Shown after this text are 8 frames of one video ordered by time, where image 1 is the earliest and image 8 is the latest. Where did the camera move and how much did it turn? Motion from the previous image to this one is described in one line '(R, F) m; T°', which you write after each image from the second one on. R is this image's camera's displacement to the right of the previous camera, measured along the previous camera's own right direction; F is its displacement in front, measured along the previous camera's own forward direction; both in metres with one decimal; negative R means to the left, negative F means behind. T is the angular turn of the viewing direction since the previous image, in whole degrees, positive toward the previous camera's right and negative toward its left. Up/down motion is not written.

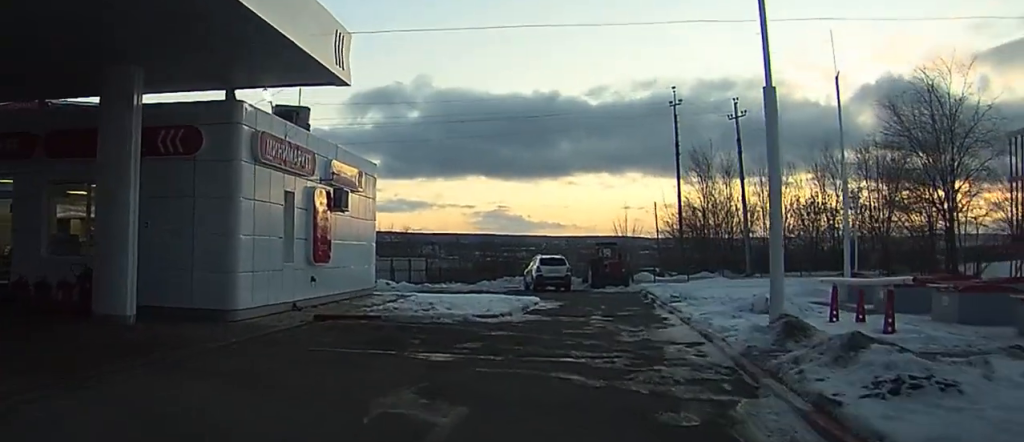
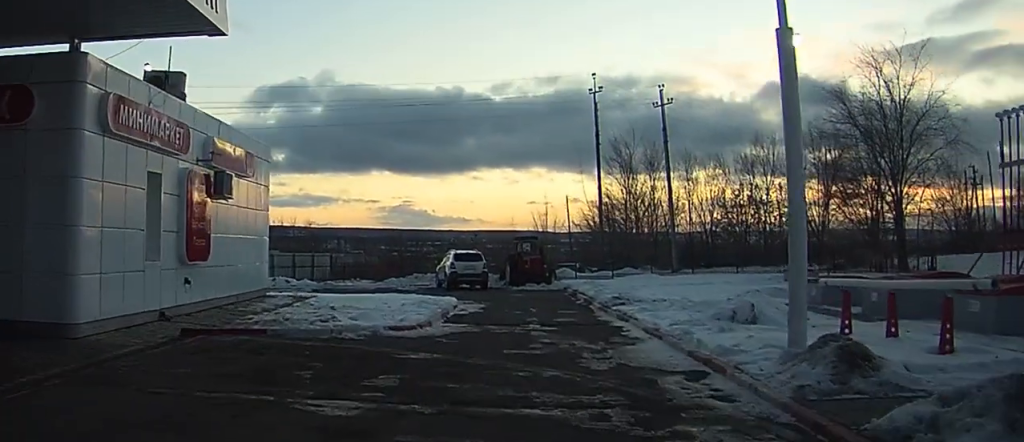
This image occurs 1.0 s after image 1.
(+0.1, +4.6) m; +3°
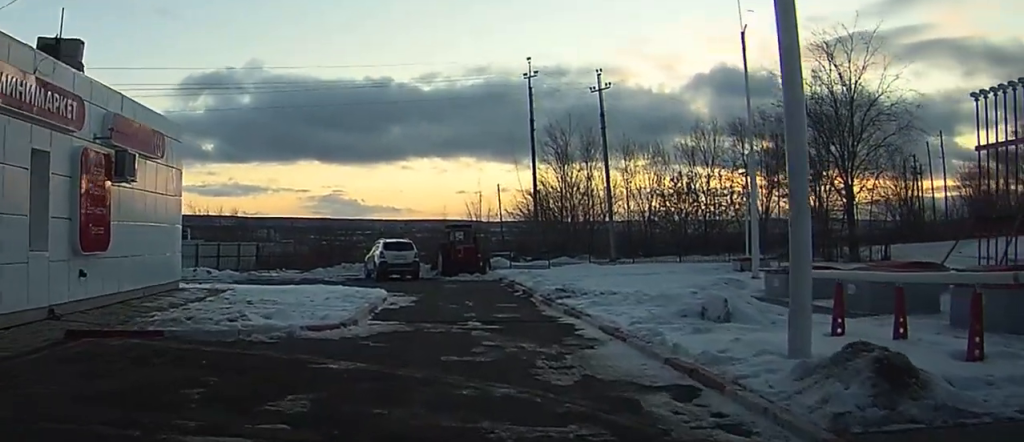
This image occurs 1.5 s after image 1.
(0.0, +2.4) m; +3°
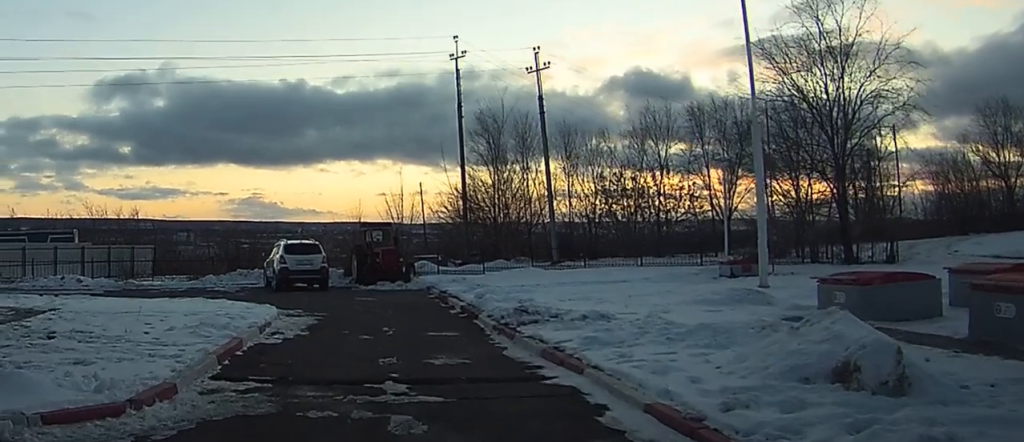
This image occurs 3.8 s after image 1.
(+1.0, +6.7) m; +12°
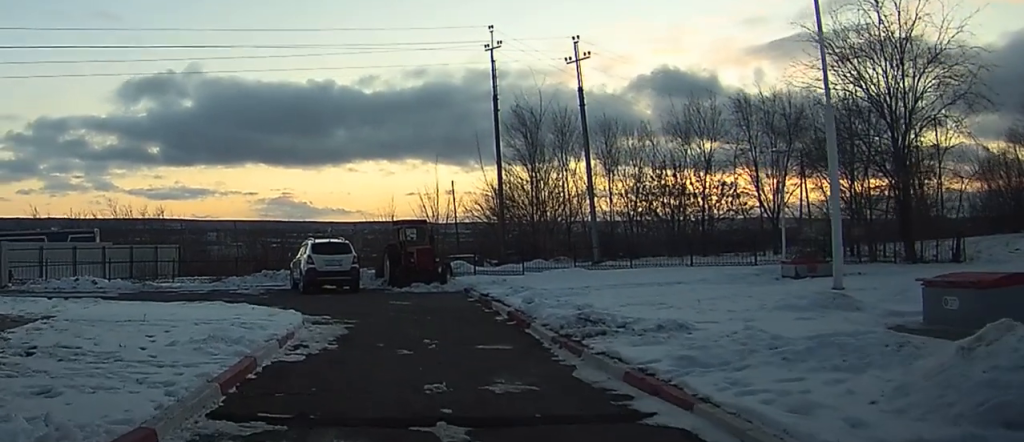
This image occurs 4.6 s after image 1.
(0.0, +1.6) m; -3°
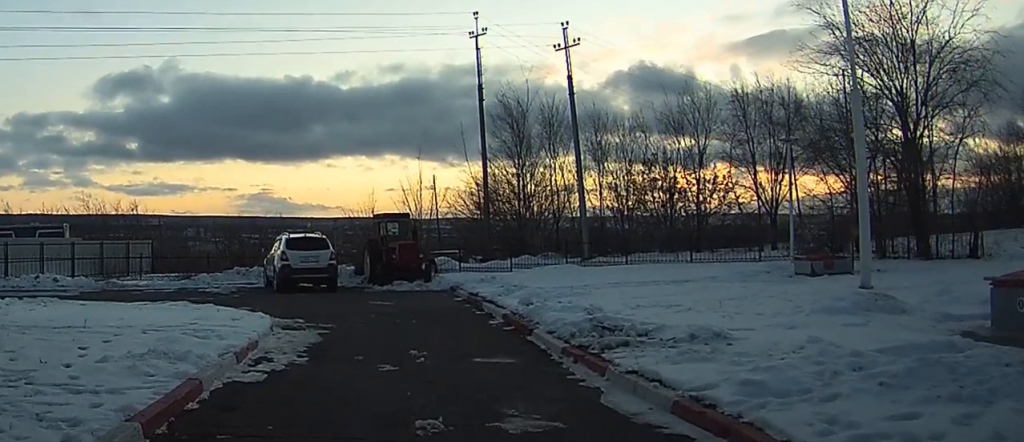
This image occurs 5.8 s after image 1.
(0.0, +1.6) m; 0°
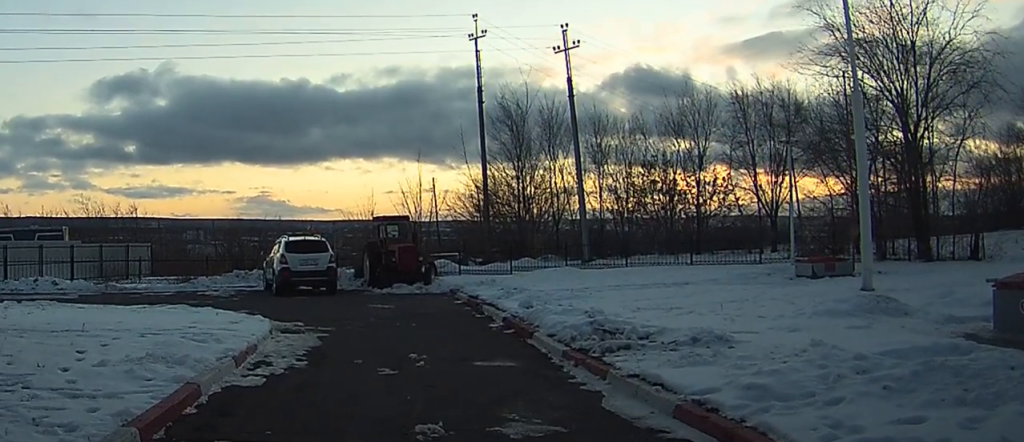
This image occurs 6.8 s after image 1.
(+0.2, +0.5) m; 0°
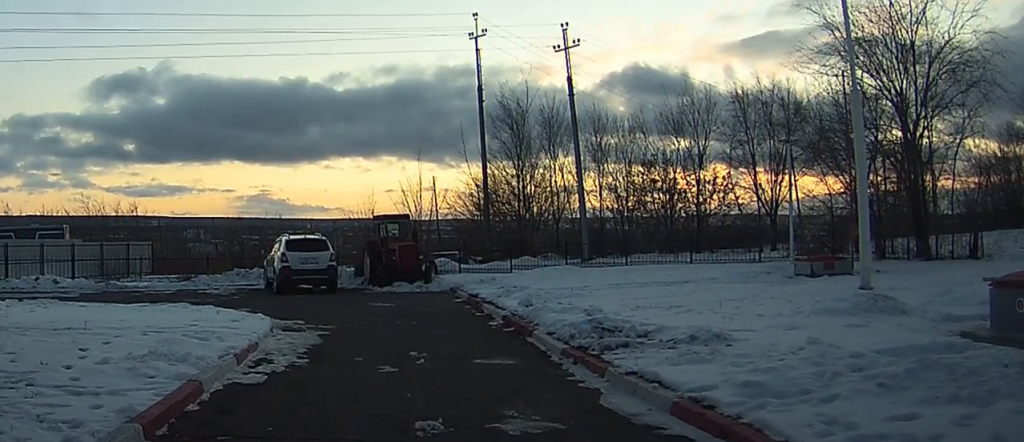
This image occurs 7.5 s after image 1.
(+0.2, -0.2) m; 0°
